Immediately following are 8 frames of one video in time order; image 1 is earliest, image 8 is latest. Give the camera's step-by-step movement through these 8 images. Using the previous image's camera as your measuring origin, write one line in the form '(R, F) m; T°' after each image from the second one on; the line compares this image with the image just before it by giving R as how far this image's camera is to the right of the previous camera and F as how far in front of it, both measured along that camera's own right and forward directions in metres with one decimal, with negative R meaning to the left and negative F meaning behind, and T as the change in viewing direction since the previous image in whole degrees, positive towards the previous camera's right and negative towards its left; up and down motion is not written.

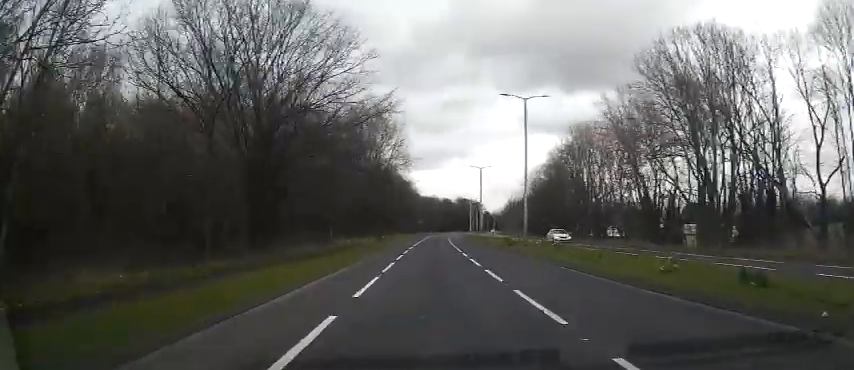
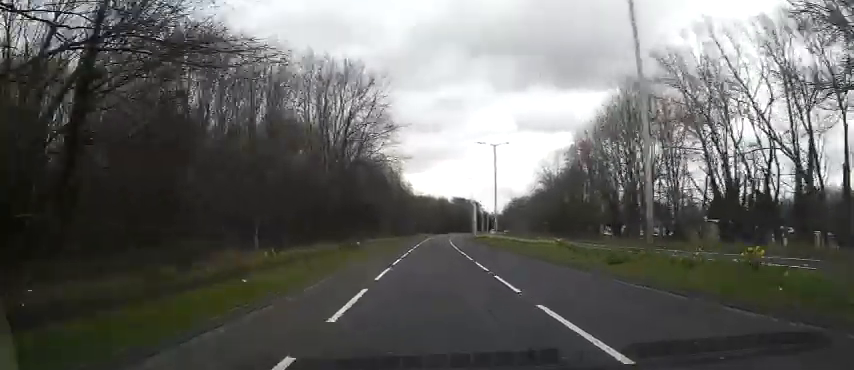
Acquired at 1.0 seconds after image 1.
(+0.1, +20.4) m; +1°
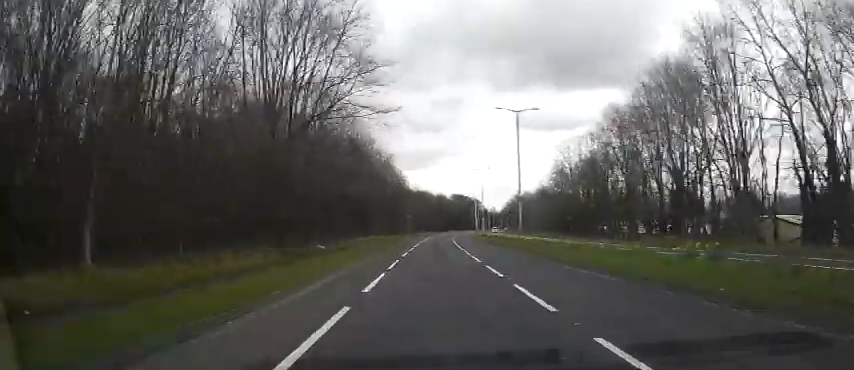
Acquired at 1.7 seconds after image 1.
(+0.2, +14.5) m; 0°
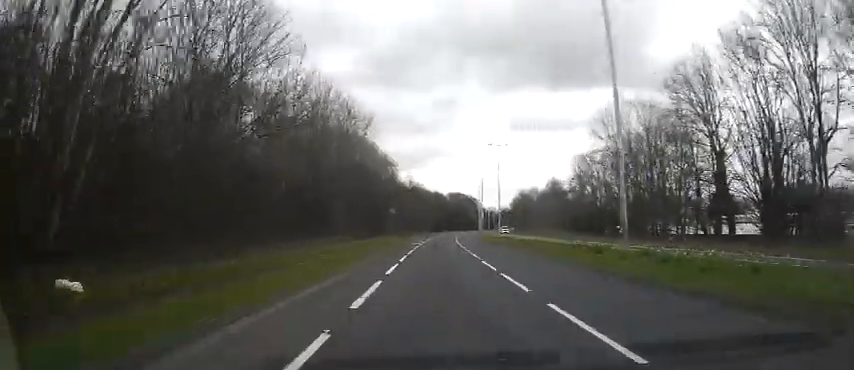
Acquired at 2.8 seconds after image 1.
(-0.1, +21.9) m; 0°
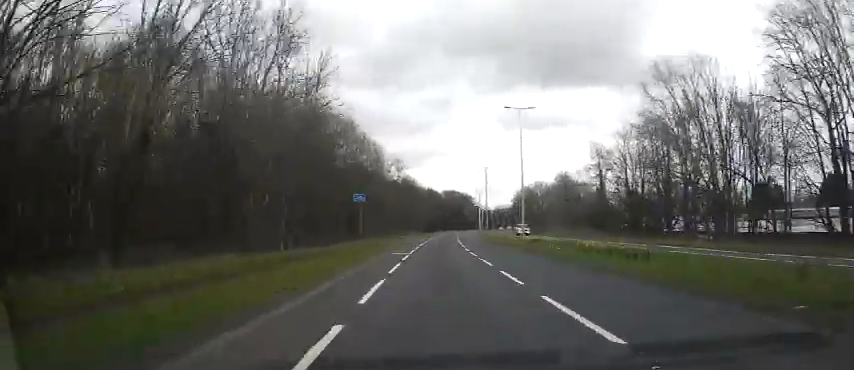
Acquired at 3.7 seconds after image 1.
(0.0, +17.5) m; +1°
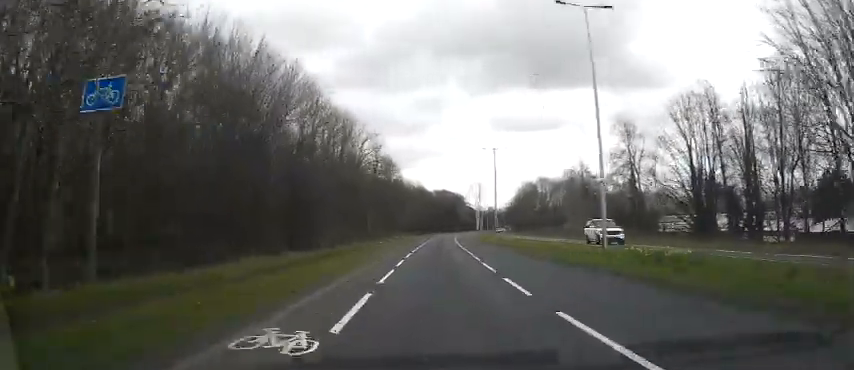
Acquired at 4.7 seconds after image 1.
(+0.4, +19.8) m; +2°
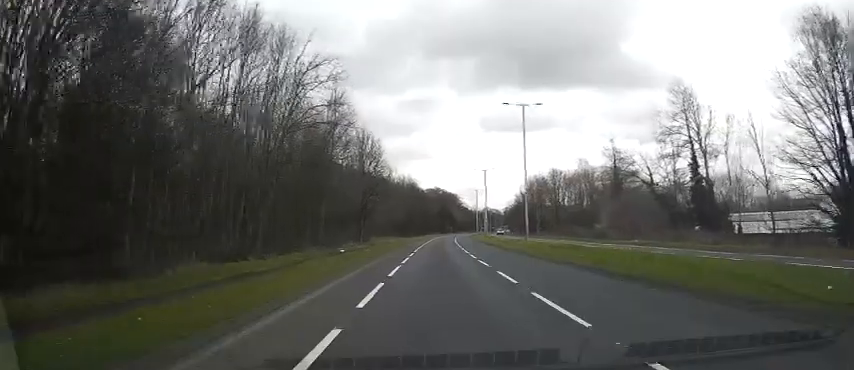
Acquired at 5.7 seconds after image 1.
(+0.3, +20.8) m; +1°
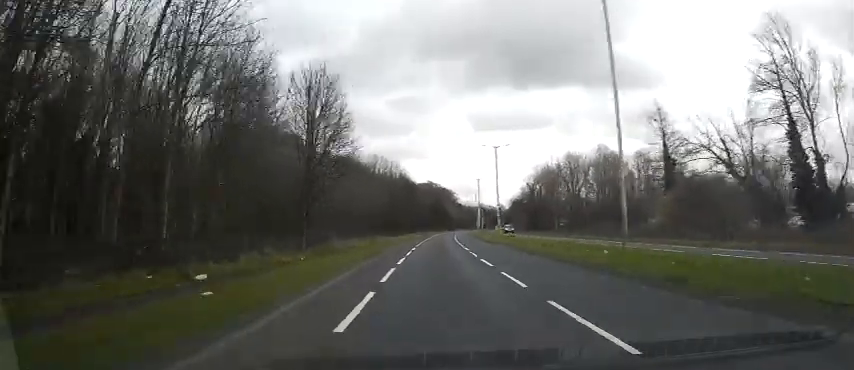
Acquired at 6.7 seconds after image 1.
(0.0, +19.4) m; 0°
